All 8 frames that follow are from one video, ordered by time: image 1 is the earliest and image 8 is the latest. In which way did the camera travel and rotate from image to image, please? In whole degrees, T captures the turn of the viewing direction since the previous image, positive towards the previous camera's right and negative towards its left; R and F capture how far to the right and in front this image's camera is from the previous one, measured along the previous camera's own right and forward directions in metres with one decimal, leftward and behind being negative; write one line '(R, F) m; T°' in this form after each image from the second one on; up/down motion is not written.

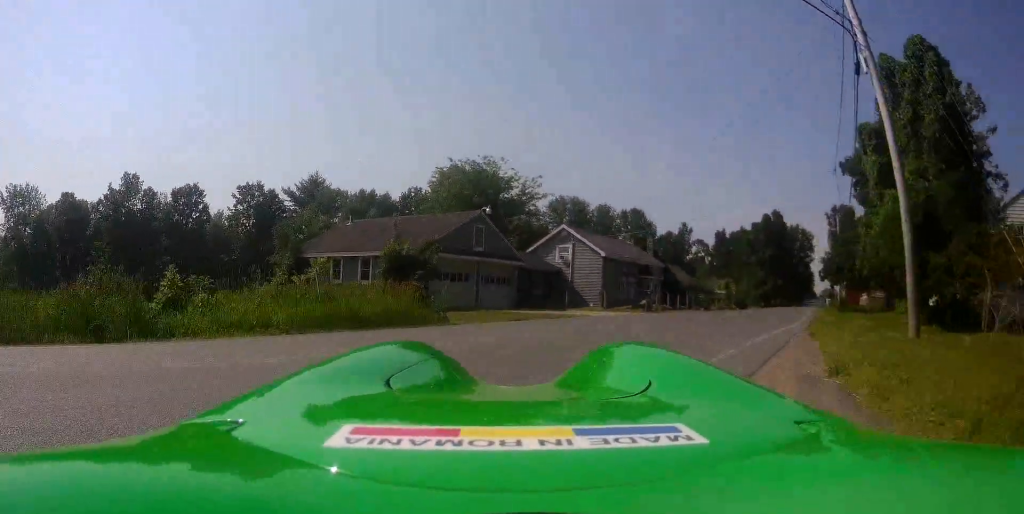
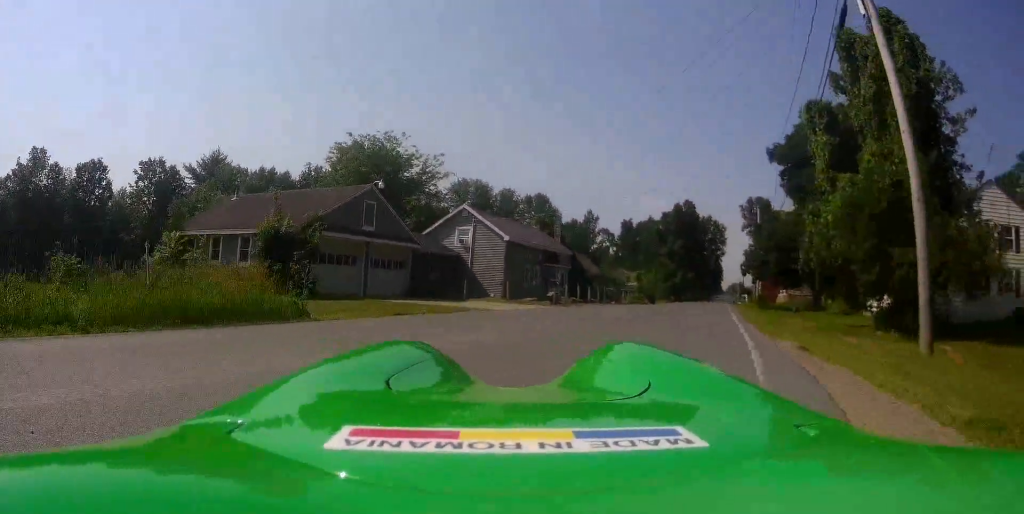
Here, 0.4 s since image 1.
(0.0, +3.5) m; +6°
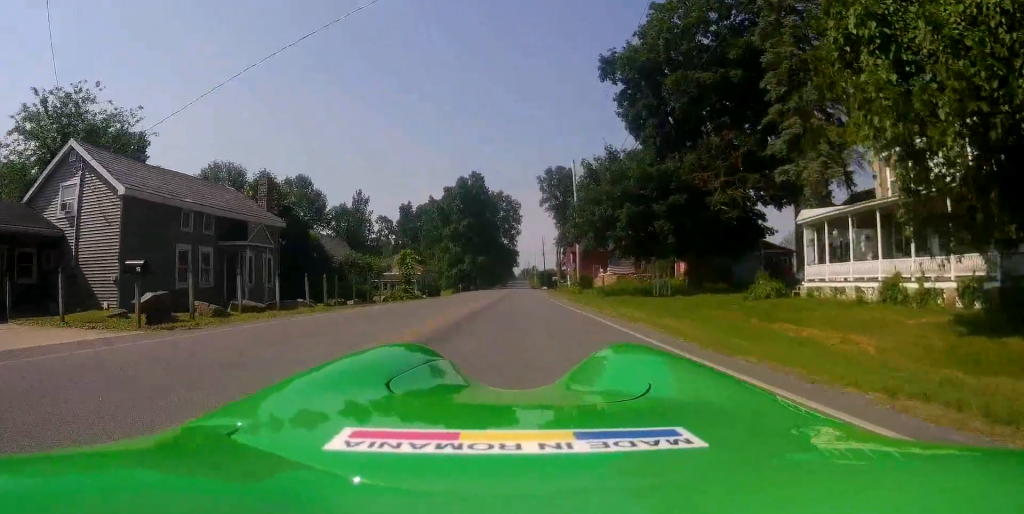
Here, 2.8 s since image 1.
(+4.3, +18.6) m; +18°
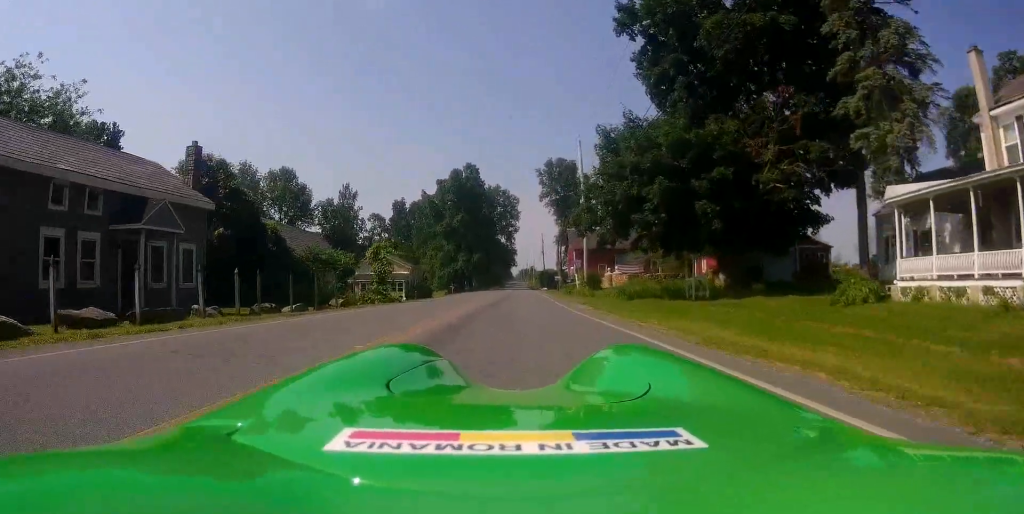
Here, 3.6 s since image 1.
(+0.1, +7.0) m; +1°
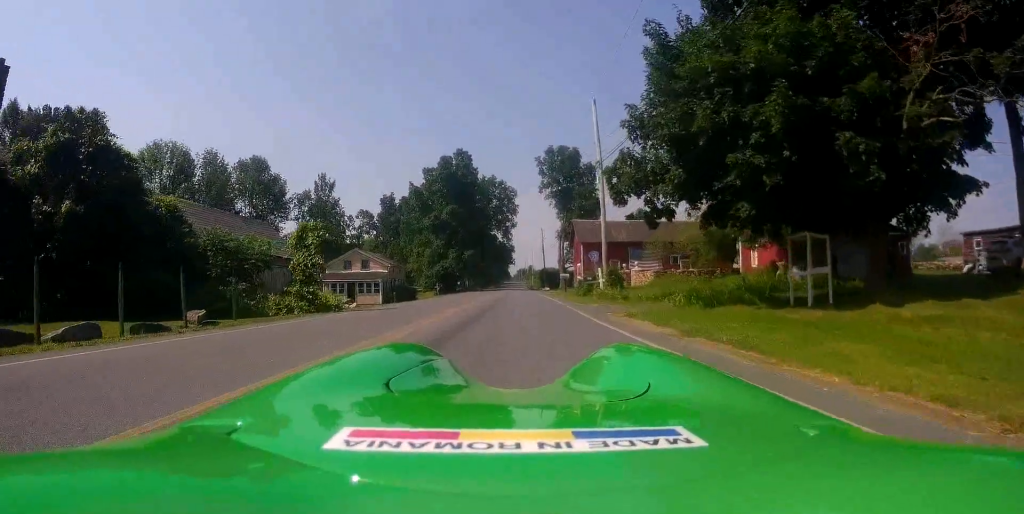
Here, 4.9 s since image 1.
(+0.1, +11.3) m; +1°
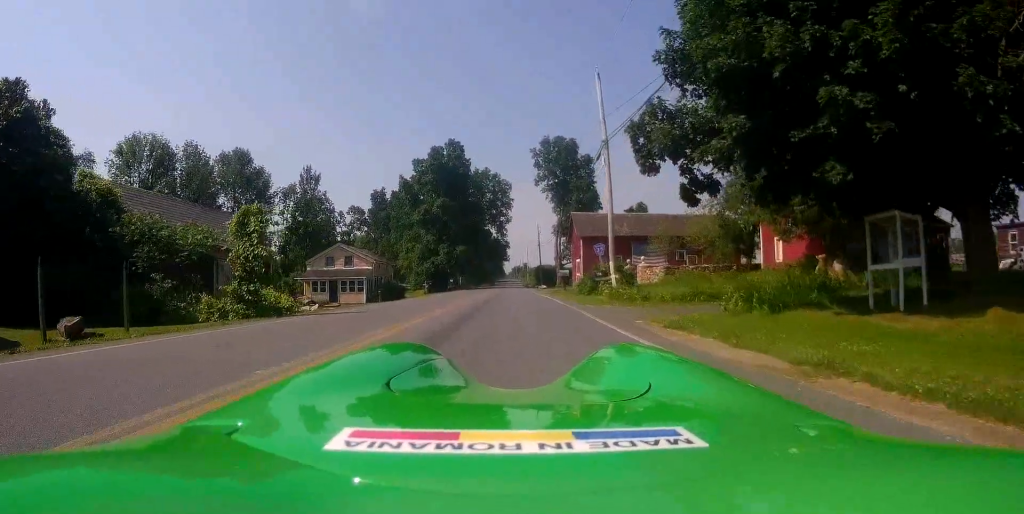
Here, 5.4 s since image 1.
(0.0, +4.4) m; 0°
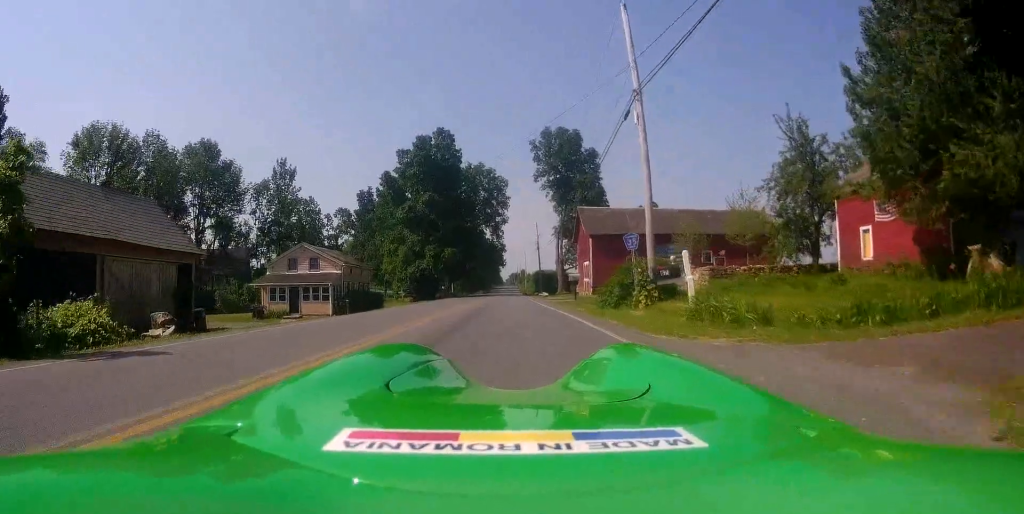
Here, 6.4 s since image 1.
(0.0, +9.5) m; +1°
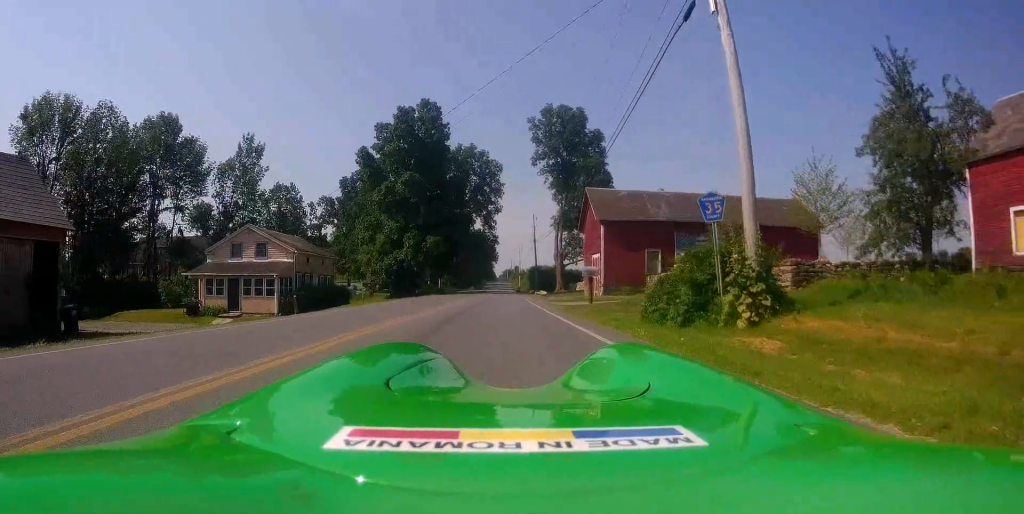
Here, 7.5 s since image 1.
(+0.1, +10.1) m; 0°
